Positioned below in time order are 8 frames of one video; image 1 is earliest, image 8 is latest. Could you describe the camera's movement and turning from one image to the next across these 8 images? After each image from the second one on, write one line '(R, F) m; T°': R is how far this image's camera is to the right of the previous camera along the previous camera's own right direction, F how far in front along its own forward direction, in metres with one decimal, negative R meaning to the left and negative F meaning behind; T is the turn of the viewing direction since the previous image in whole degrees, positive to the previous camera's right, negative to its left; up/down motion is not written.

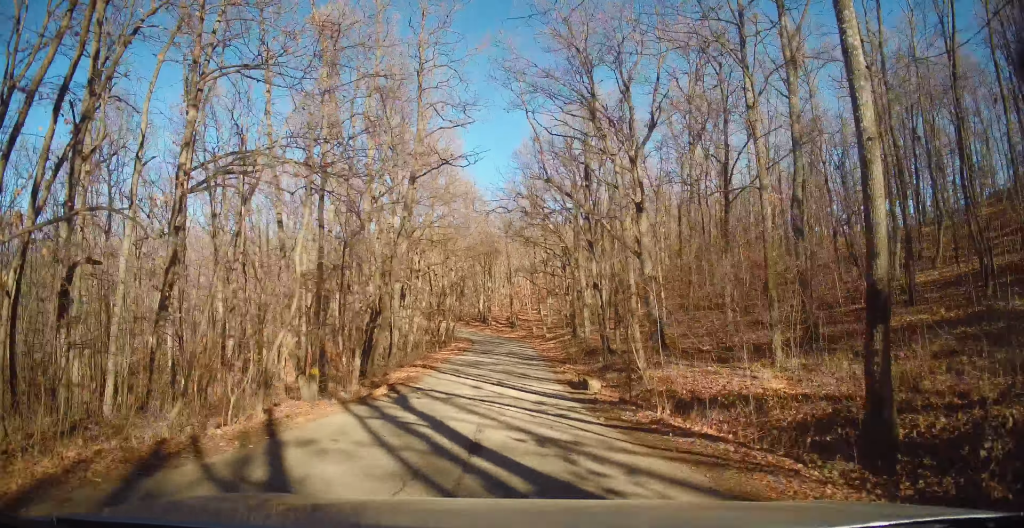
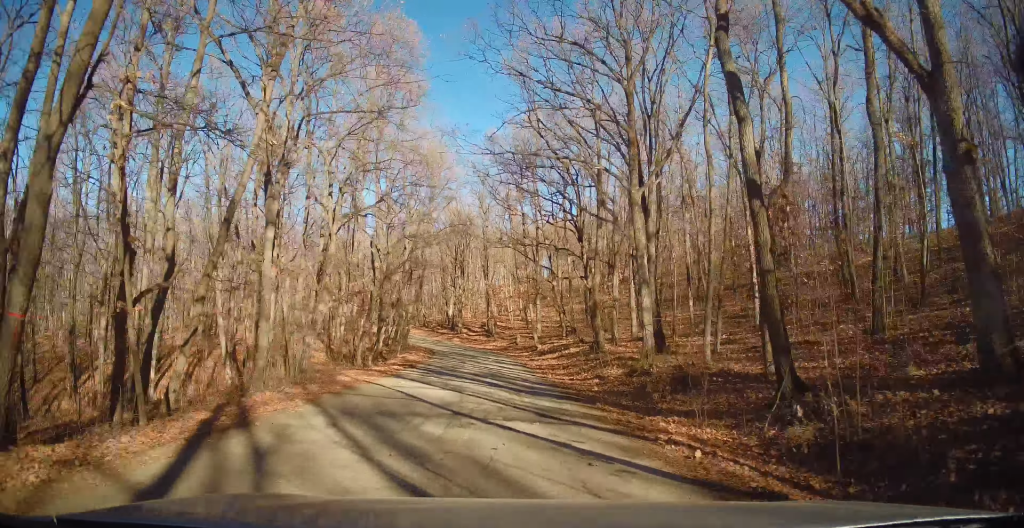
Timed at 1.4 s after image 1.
(+0.3, +17.5) m; +2°
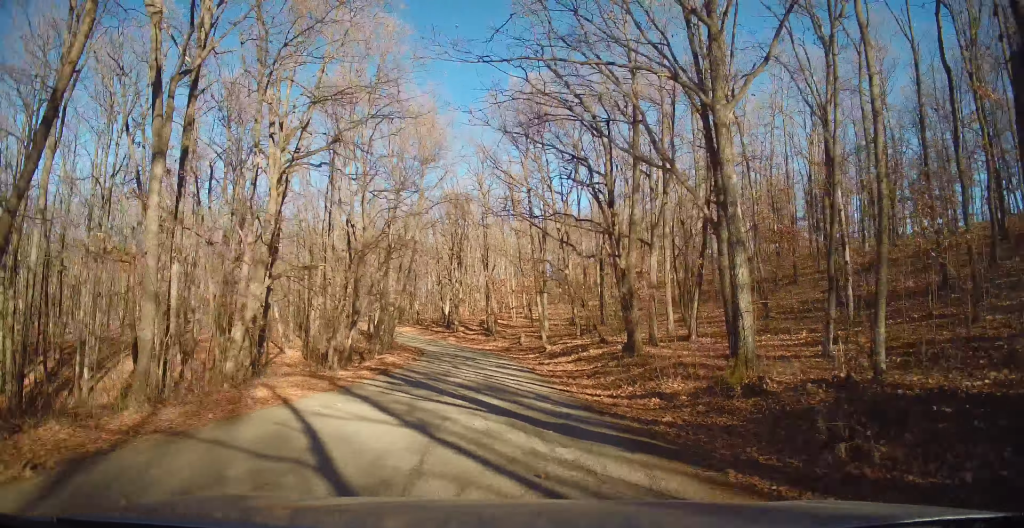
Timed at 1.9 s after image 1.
(0.0, +6.7) m; 0°
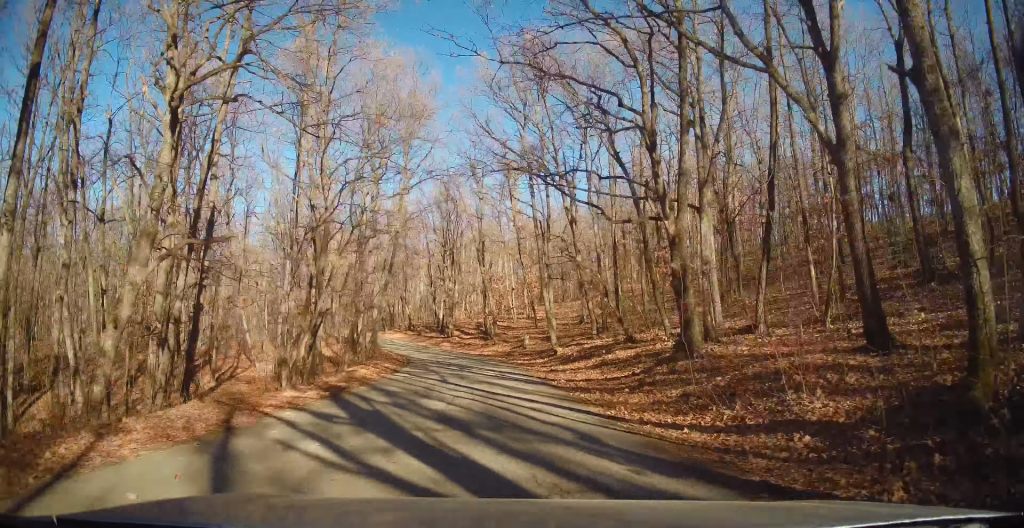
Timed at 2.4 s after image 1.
(0.0, +5.8) m; 0°
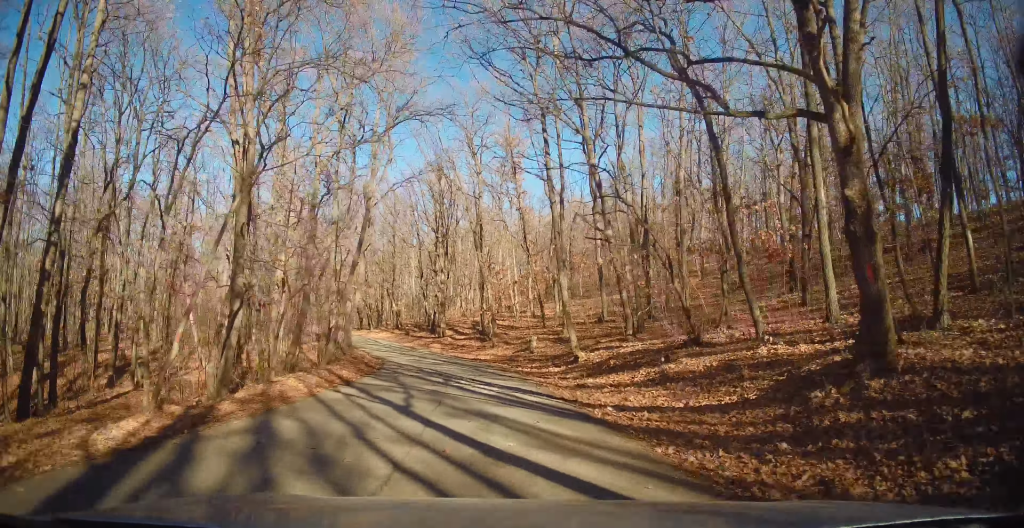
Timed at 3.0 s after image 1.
(0.0, +7.4) m; -1°
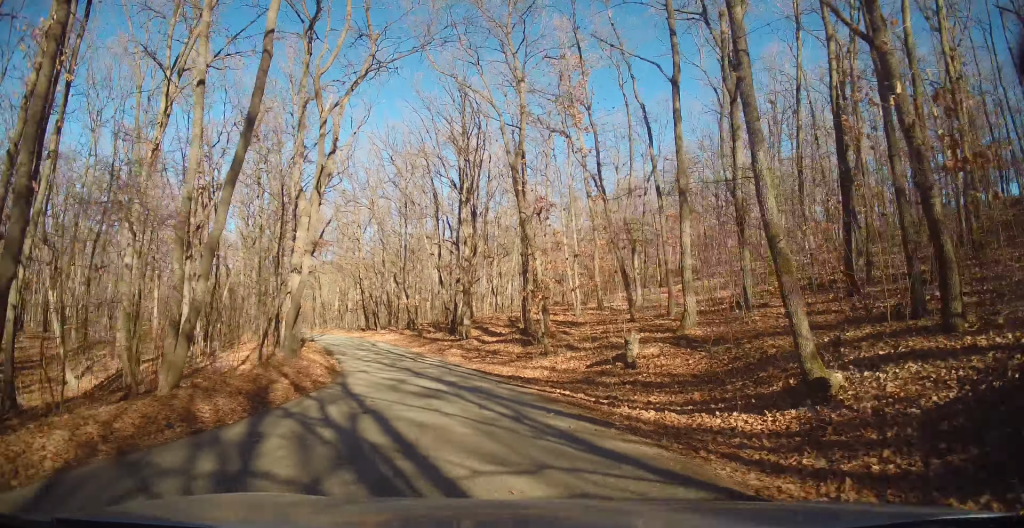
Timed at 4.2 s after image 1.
(-0.3, +14.8) m; -4°
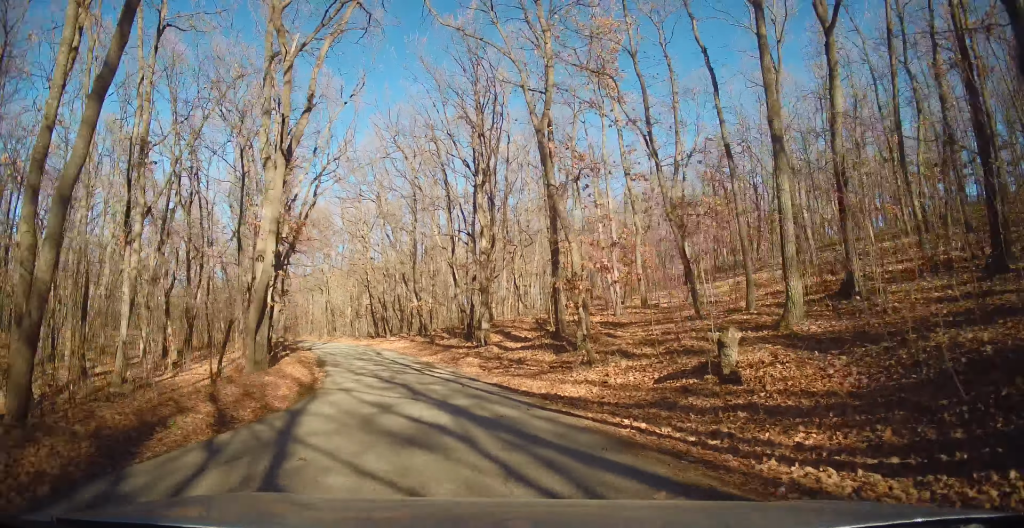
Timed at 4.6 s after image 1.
(-0.1, +4.9) m; -2°
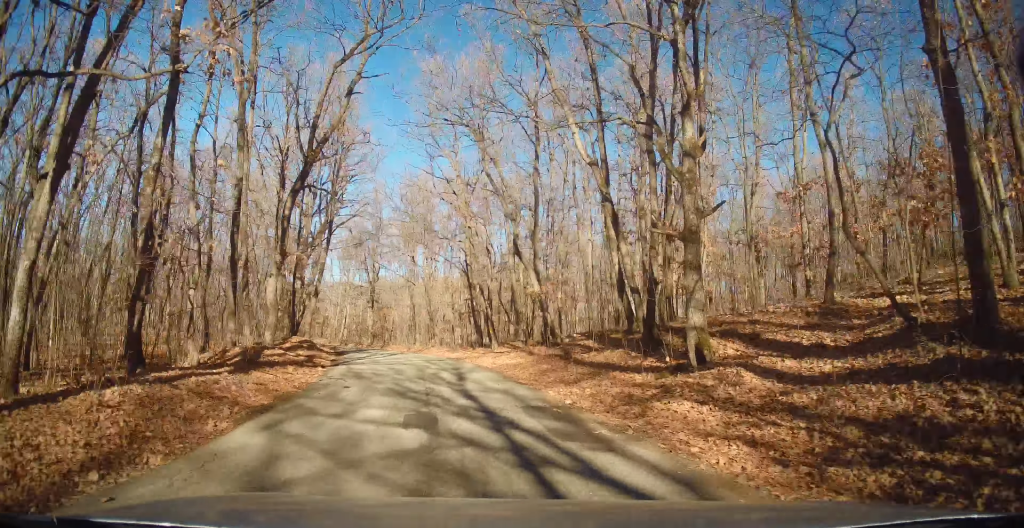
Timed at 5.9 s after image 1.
(-1.3, +15.7) m; -9°
